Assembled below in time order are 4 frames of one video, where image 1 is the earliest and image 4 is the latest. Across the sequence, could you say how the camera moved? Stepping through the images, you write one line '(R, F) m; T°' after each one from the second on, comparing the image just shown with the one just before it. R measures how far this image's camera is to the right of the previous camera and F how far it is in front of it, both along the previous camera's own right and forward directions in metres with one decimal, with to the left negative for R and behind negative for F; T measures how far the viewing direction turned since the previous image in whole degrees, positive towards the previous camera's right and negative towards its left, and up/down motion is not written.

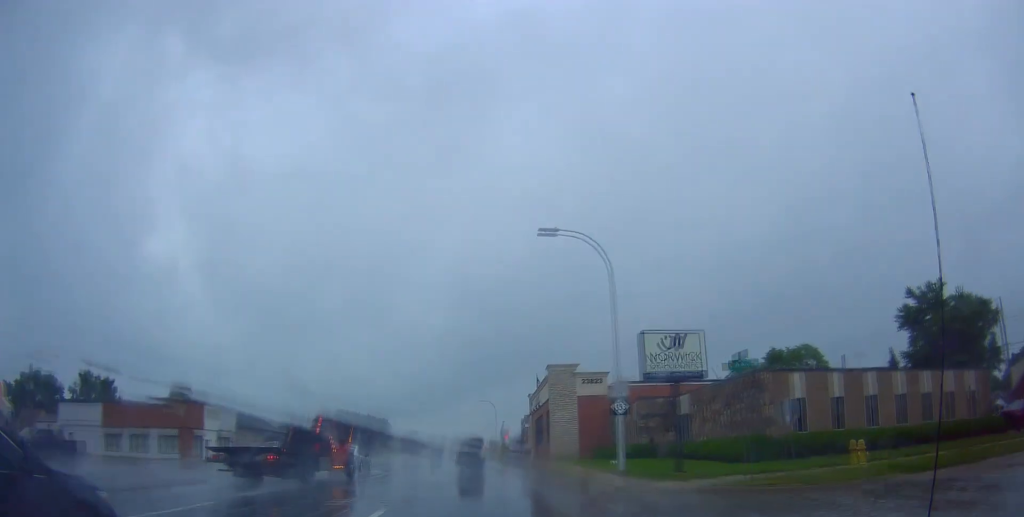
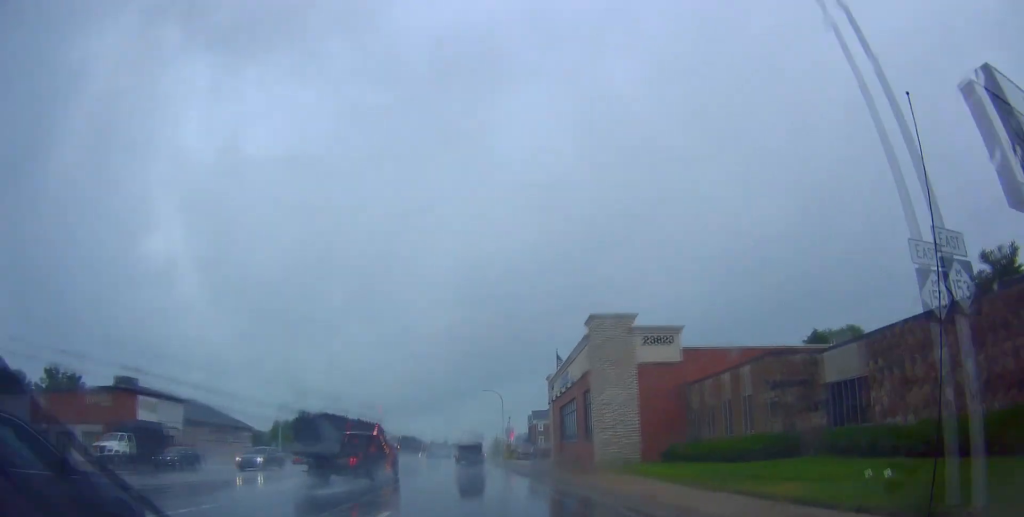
(-0.1, +15.8) m; 0°
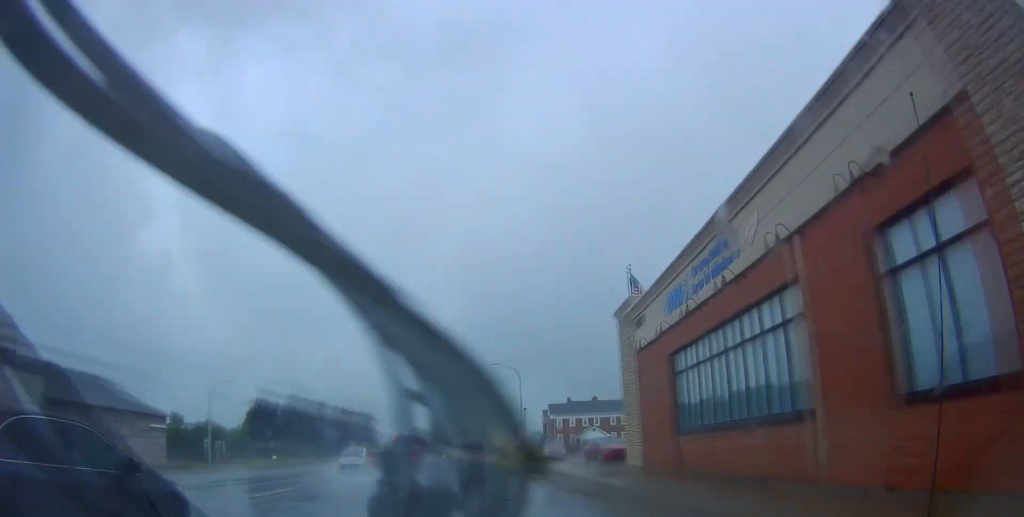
(-0.2, +25.1) m; -1°
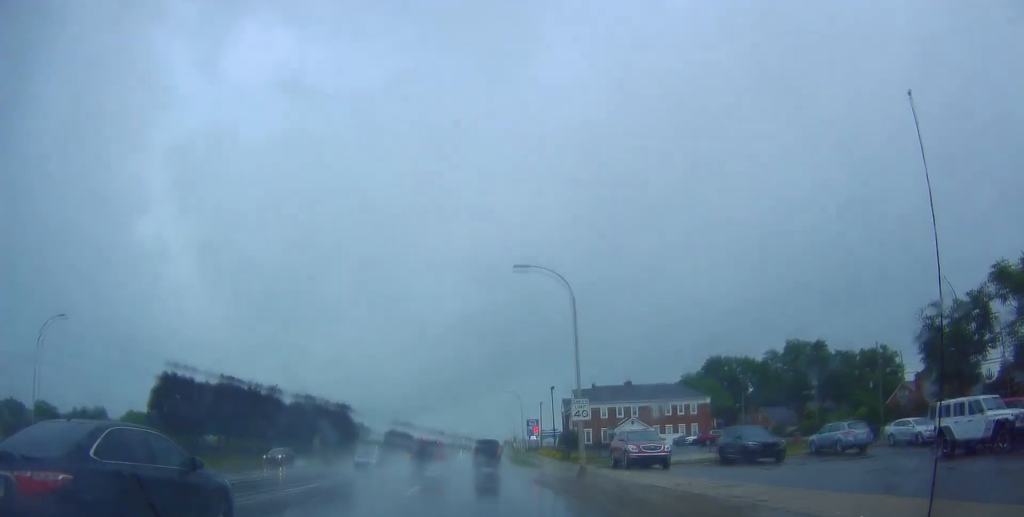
(-0.1, +28.0) m; -2°
